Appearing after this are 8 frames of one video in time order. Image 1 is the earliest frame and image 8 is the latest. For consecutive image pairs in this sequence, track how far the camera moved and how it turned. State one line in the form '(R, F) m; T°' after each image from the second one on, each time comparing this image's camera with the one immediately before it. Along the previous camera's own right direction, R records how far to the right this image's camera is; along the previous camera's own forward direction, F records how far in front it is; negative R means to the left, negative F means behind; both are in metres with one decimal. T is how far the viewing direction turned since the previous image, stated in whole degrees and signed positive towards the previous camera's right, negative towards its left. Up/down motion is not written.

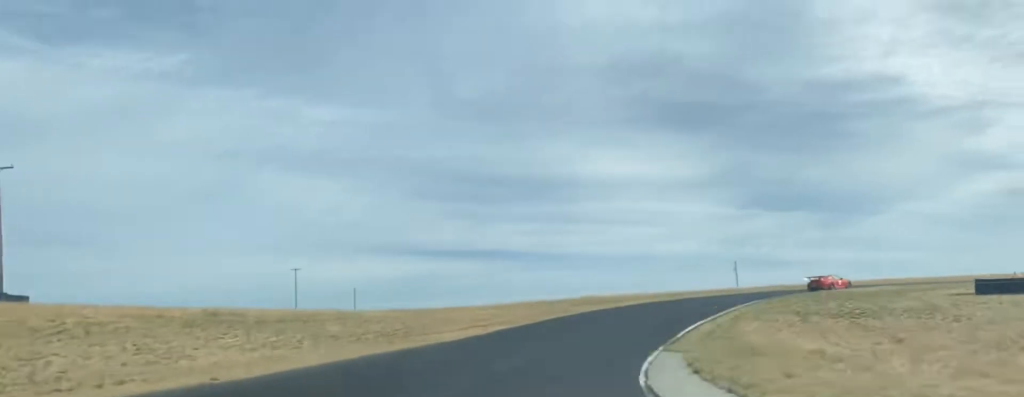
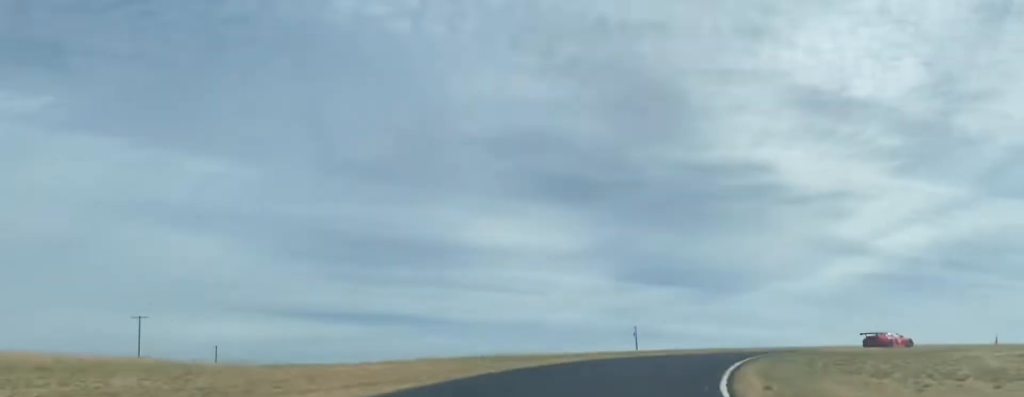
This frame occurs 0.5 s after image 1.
(+1.6, +16.0) m; +10°
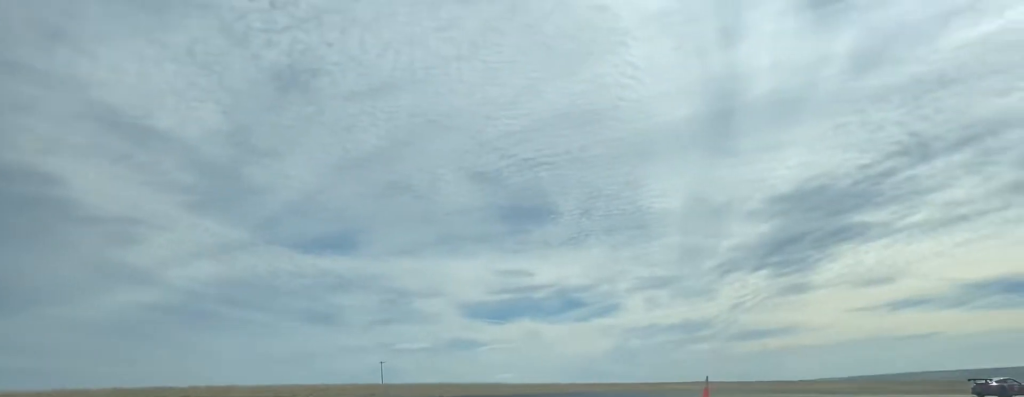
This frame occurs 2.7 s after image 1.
(+22.6, +48.5) m; +58°
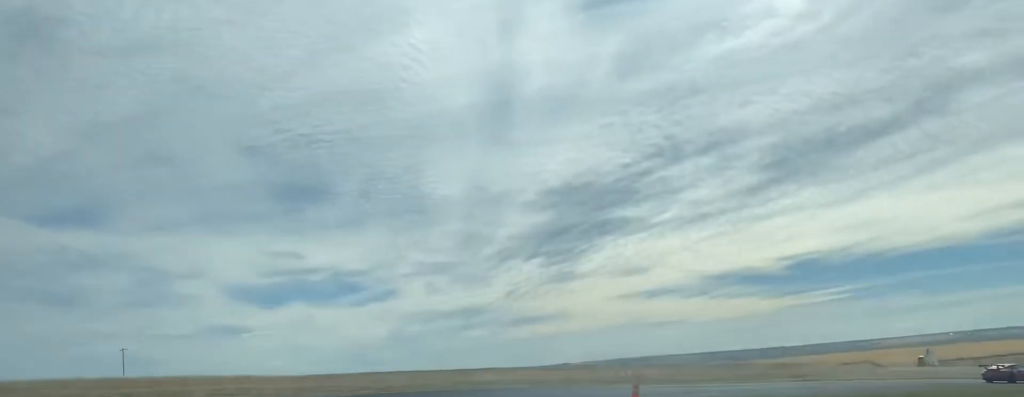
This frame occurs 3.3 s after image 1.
(+2.7, +13.8) m; +17°
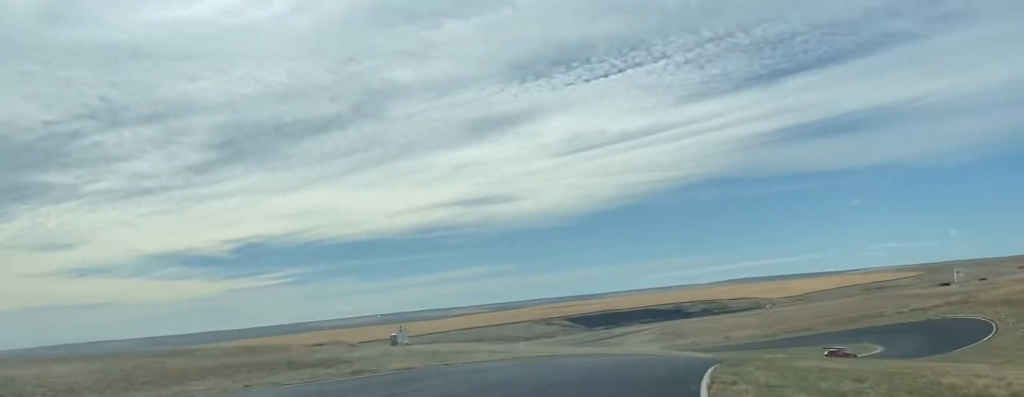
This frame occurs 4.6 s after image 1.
(+9.9, +31.9) m; +32°
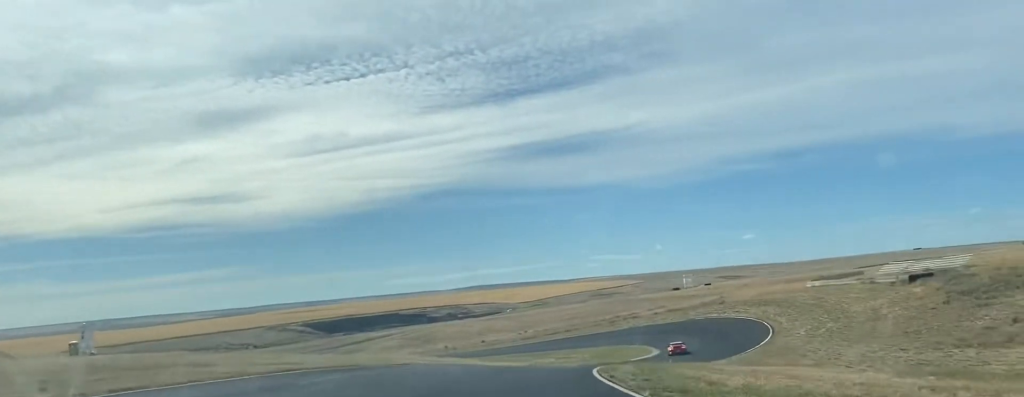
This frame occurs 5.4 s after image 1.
(+3.4, +21.9) m; +16°
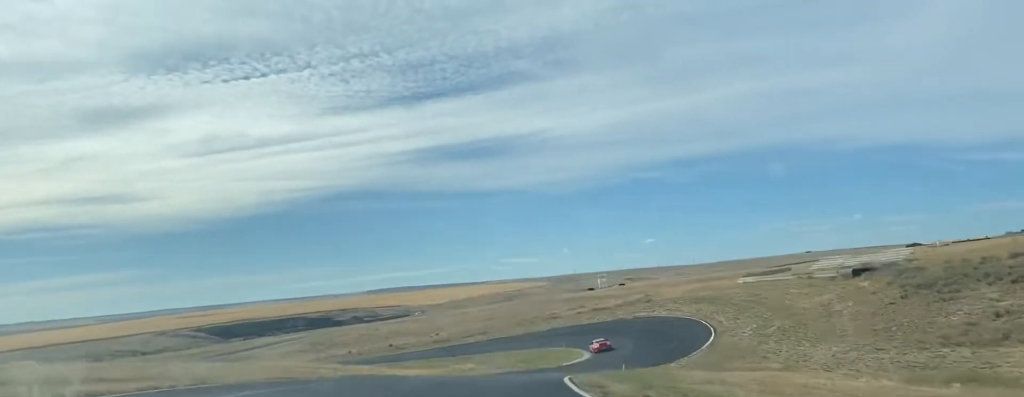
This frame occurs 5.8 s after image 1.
(-0.3, +12.3) m; +8°
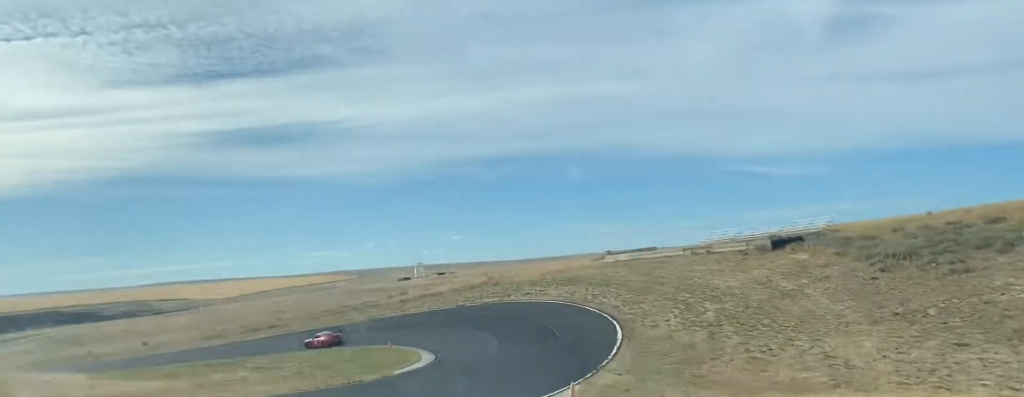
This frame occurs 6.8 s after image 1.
(+5.0, +30.9) m; +13°
